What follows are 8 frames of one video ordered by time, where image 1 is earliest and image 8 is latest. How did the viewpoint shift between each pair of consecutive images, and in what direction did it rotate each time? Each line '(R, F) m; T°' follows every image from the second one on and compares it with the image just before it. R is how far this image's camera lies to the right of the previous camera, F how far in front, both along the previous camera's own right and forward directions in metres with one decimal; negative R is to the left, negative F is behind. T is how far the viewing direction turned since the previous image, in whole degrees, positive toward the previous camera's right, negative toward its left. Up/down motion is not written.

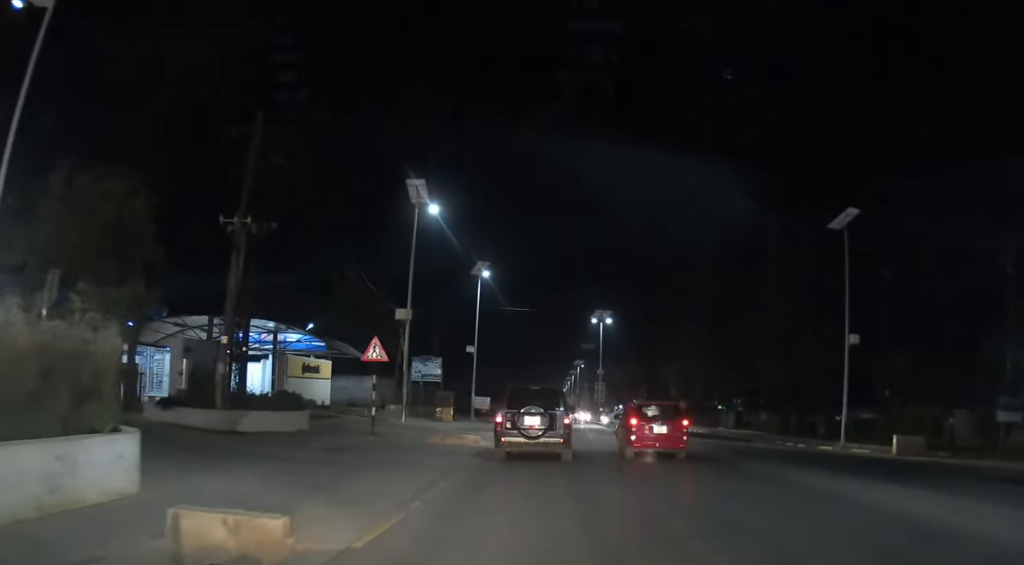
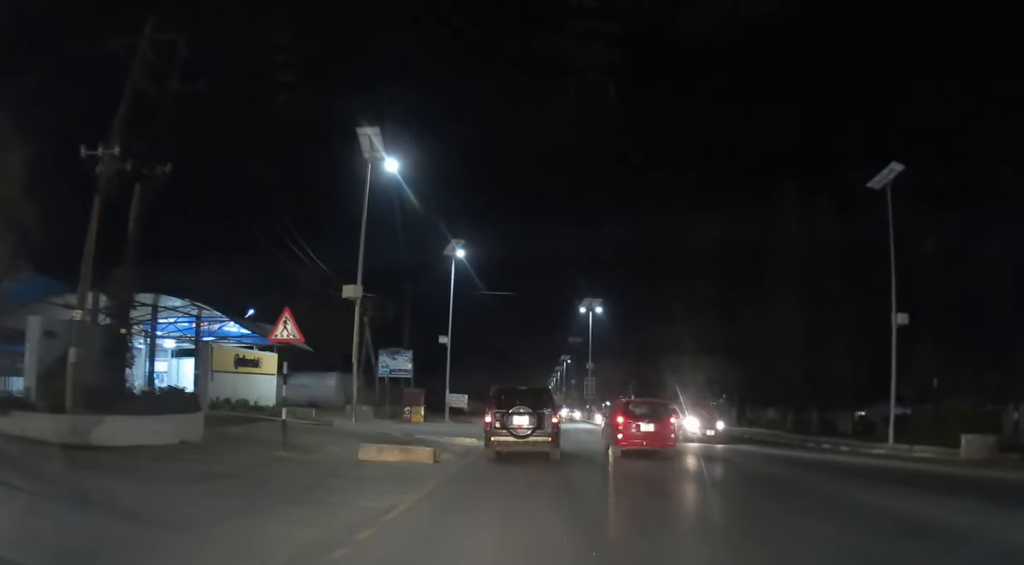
(+0.1, +7.2) m; +1°
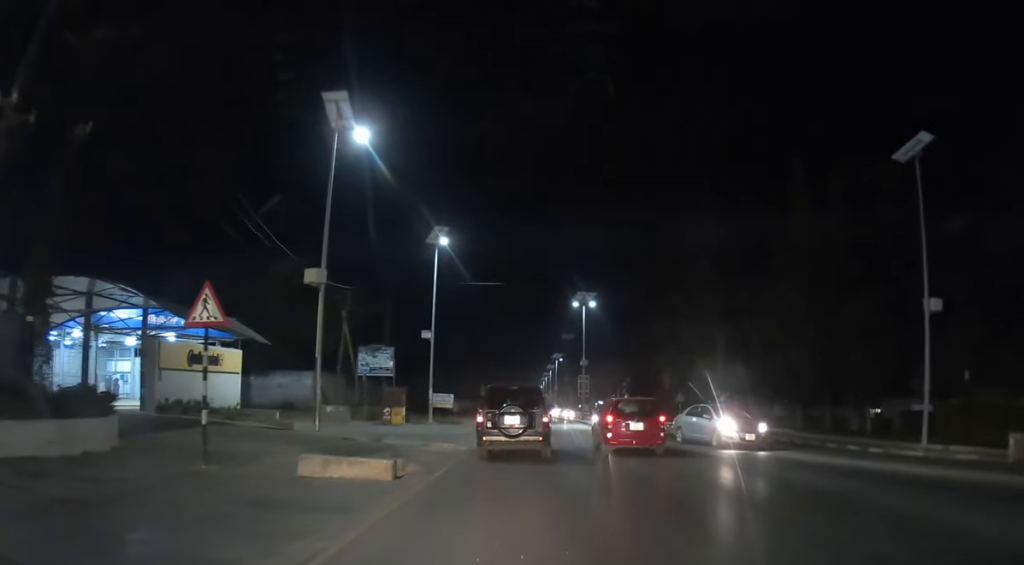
(+0.1, +3.7) m; 0°
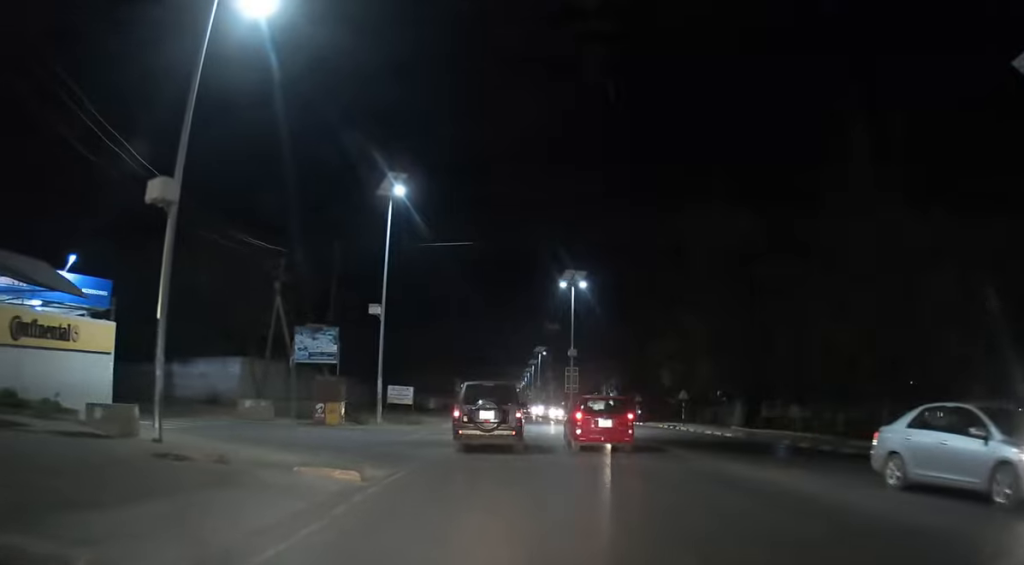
(-0.1, +10.0) m; +1°
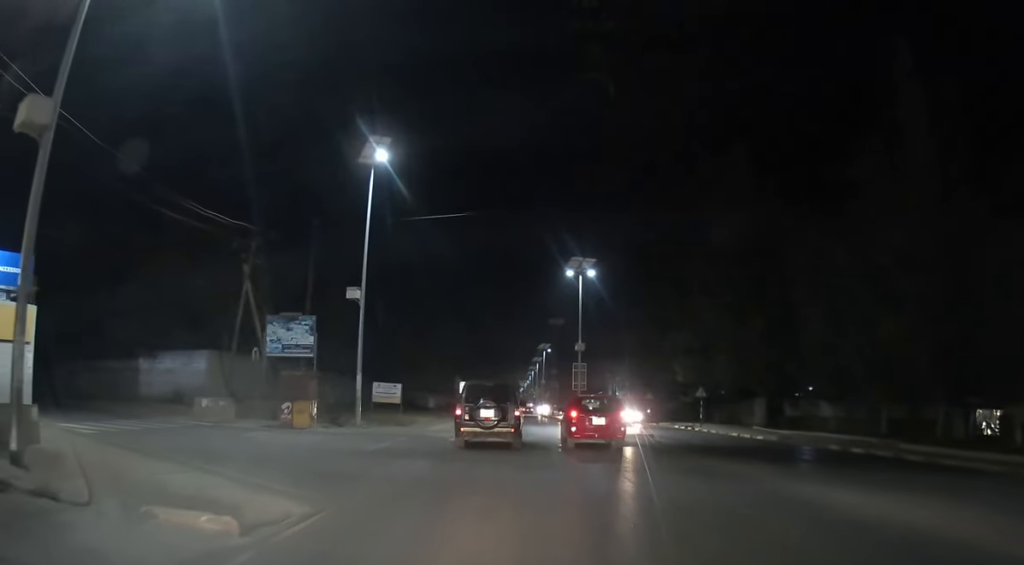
(+0.2, +5.2) m; 0°
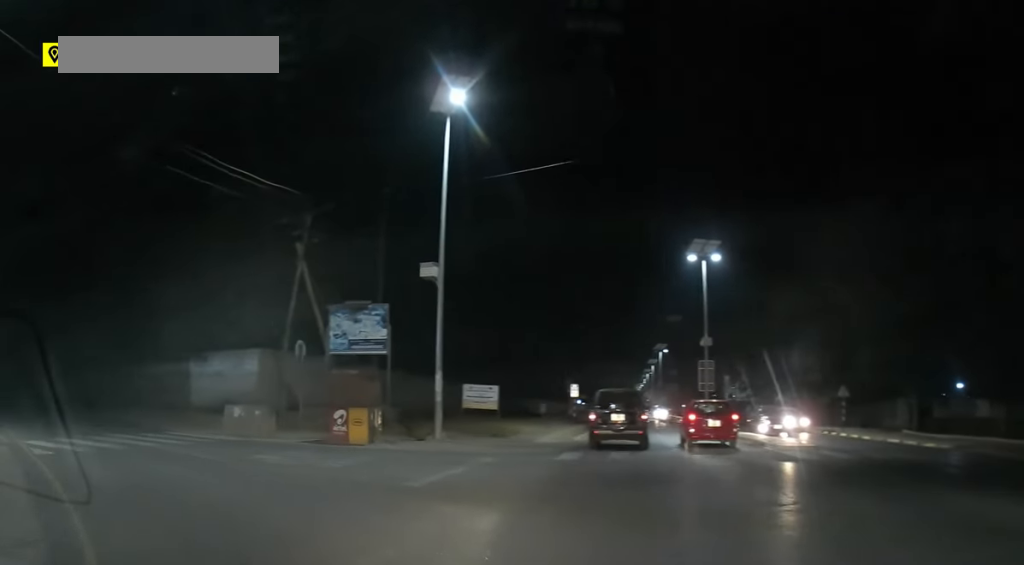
(-0.3, +7.2) m; -8°
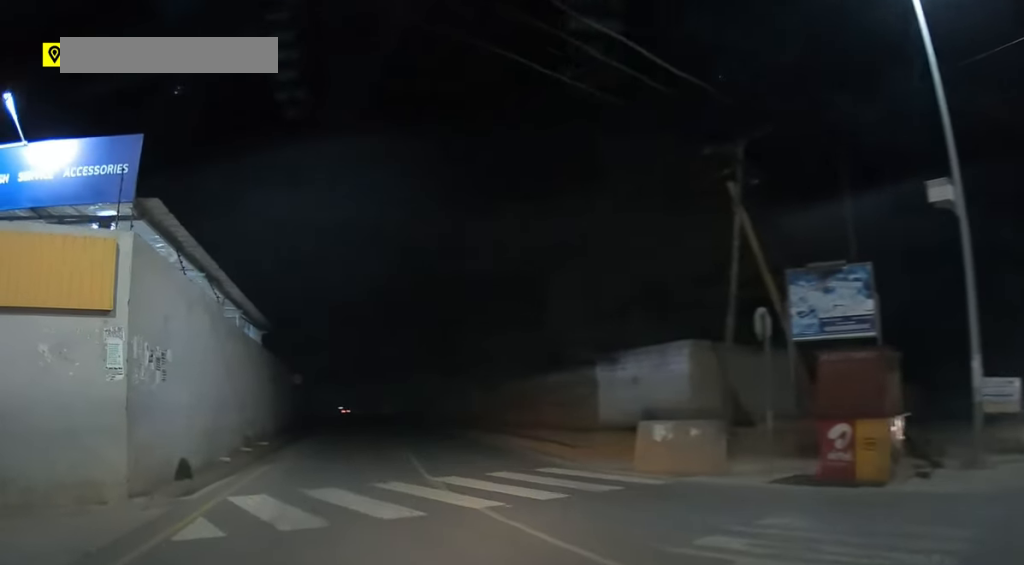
(-1.7, +8.8) m; -24°
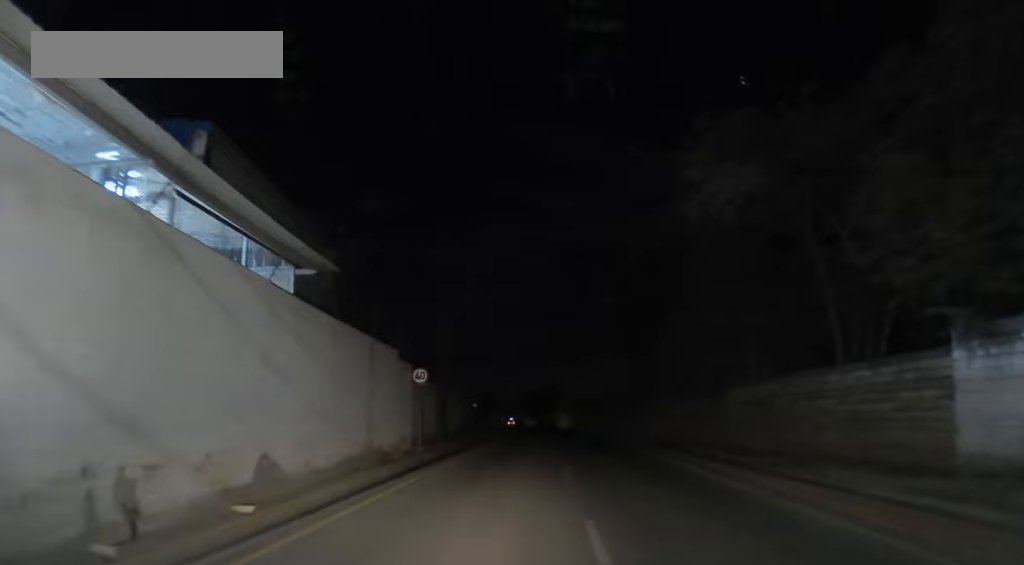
(-3.1, +11.8) m; -23°
